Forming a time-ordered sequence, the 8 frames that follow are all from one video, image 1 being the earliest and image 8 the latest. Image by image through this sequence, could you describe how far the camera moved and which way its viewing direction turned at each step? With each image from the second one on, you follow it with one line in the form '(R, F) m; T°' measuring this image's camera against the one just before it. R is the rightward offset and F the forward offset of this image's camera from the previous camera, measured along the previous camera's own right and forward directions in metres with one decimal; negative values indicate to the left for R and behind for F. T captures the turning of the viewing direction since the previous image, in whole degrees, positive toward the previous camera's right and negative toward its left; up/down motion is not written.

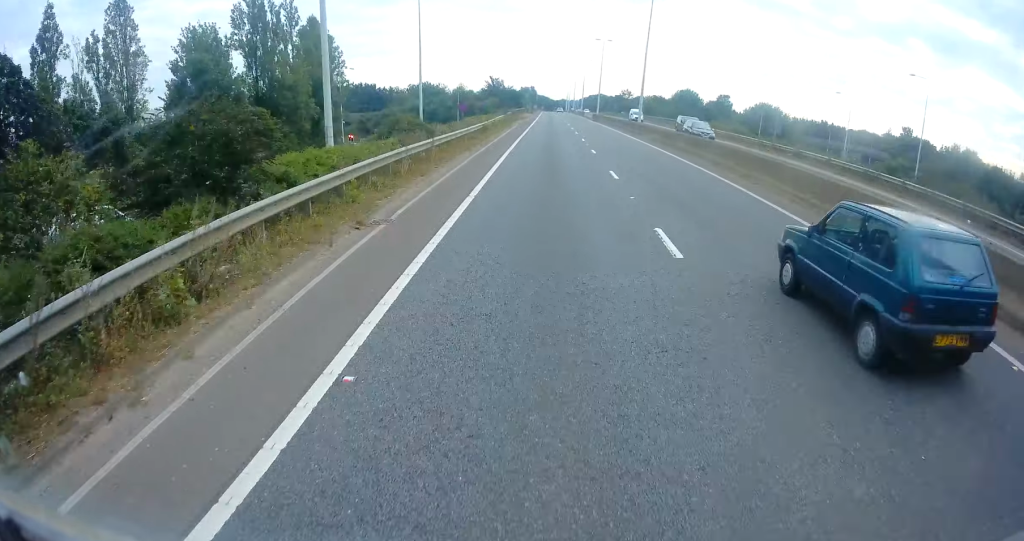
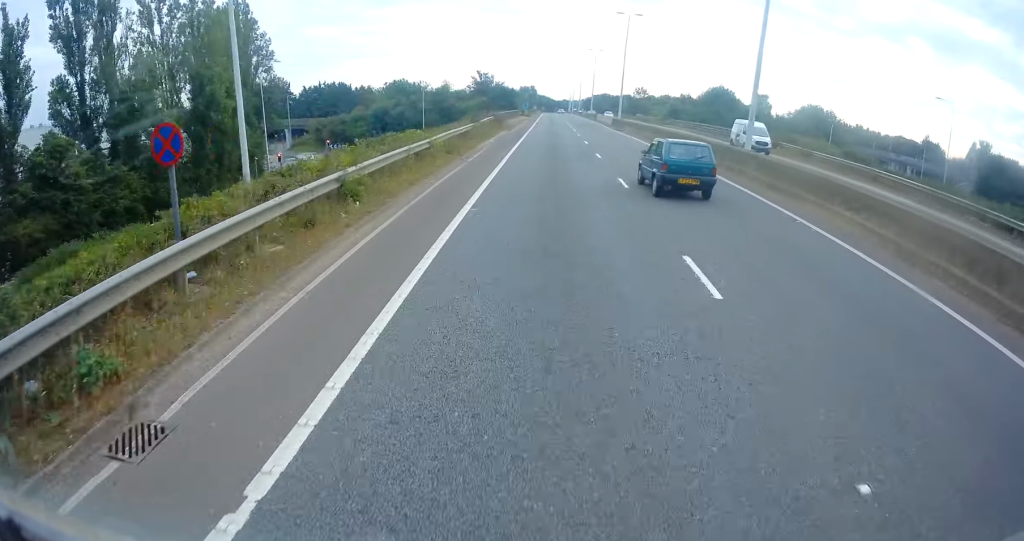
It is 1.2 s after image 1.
(0.0, +28.5) m; 0°
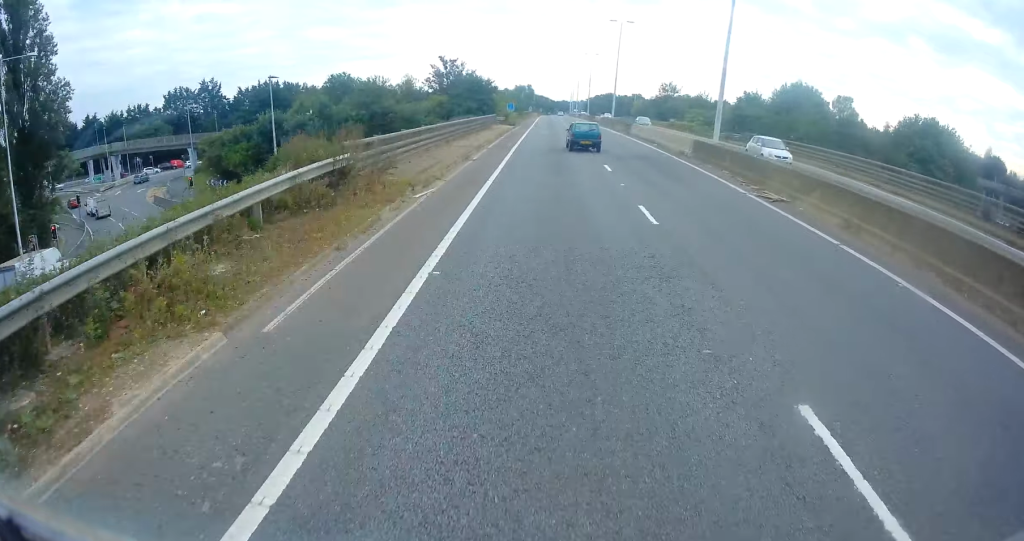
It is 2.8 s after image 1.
(0.0, +39.8) m; 0°
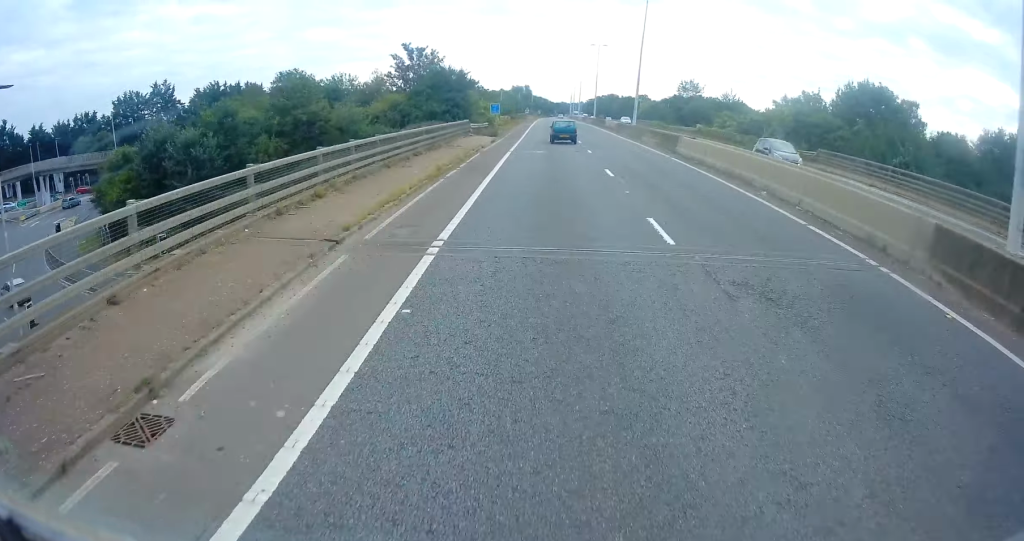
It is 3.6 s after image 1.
(0.0, +19.6) m; +1°
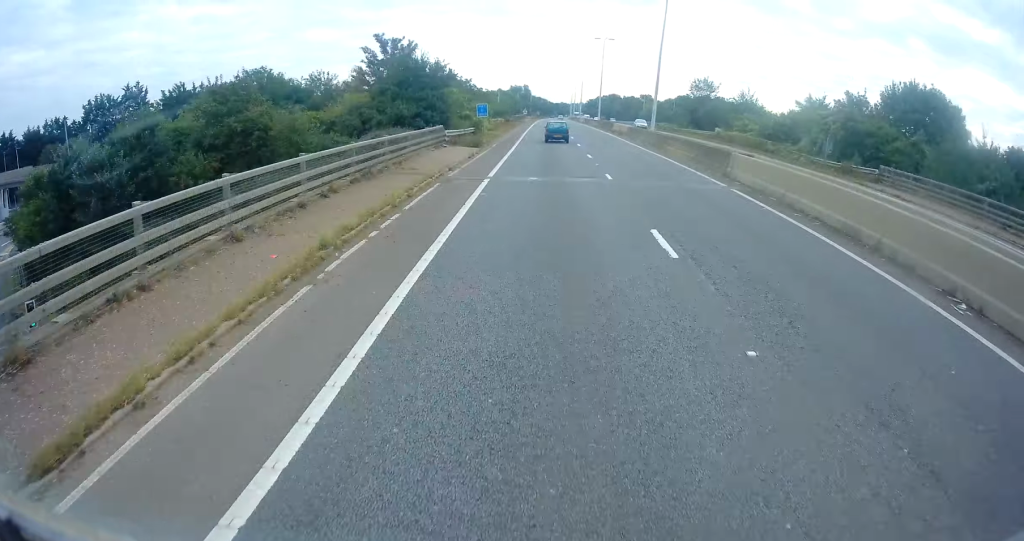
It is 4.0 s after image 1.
(+0.1, +9.8) m; 0°
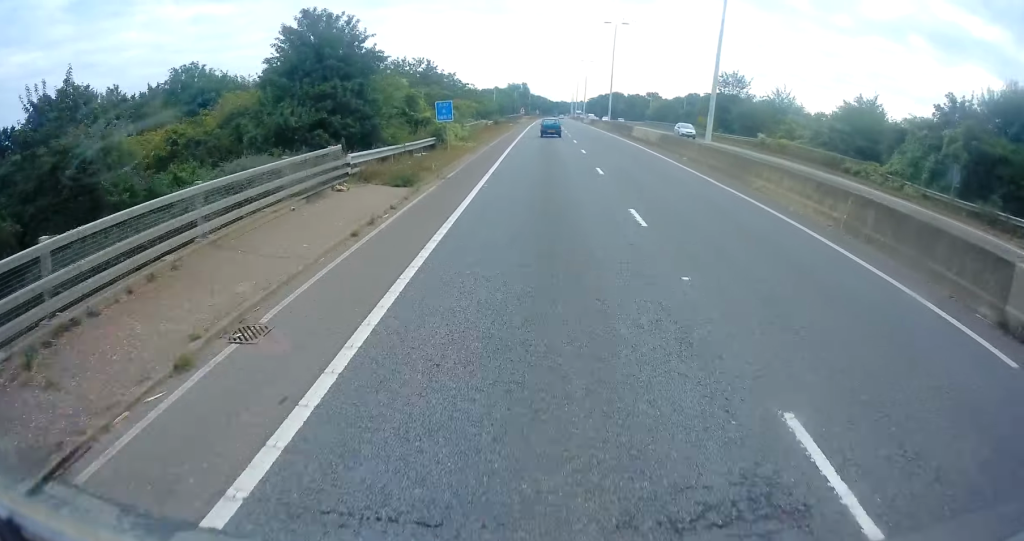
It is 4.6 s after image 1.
(+0.3, +15.5) m; 0°
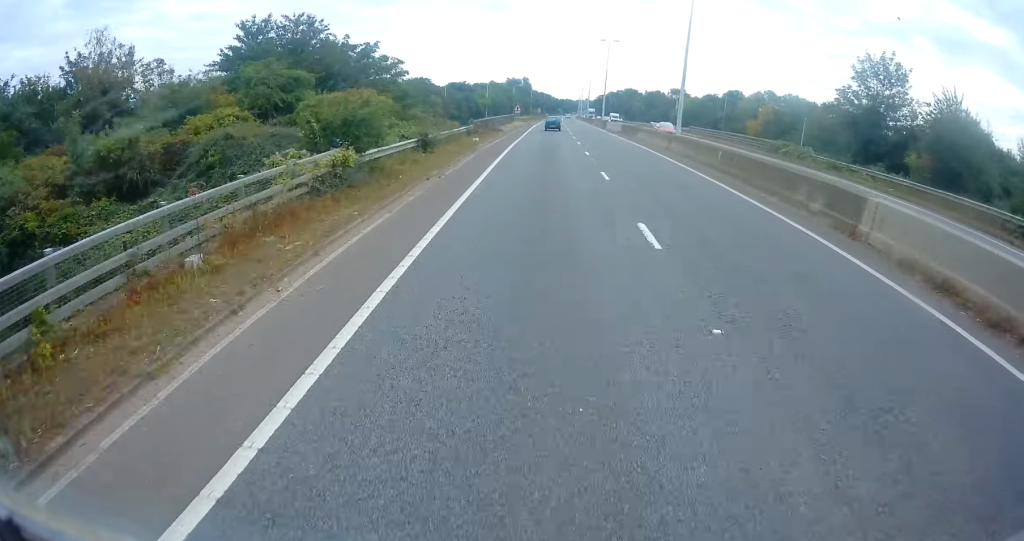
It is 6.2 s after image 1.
(-1.1, +37.7) m; -2°
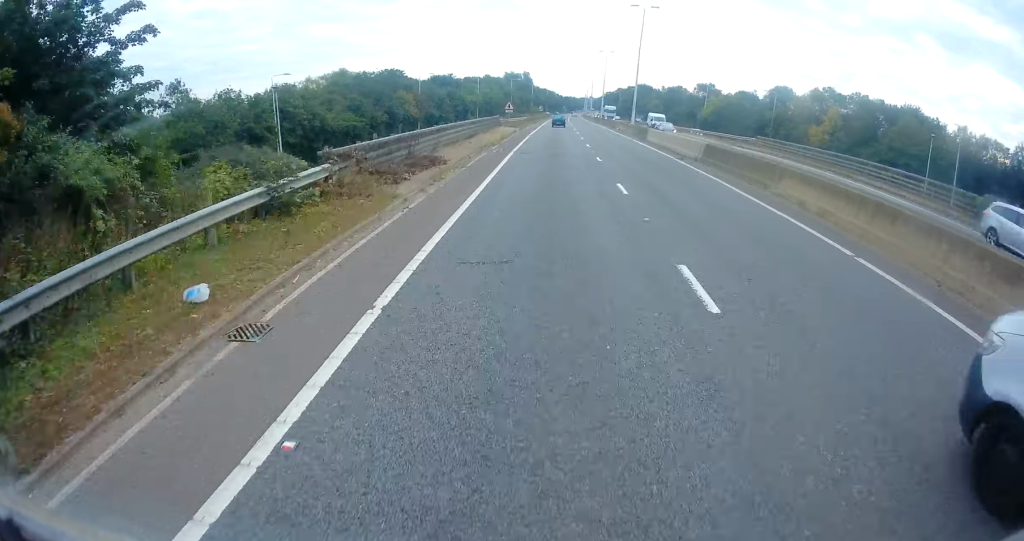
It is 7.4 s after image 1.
(+0.1, +29.5) m; +1°
